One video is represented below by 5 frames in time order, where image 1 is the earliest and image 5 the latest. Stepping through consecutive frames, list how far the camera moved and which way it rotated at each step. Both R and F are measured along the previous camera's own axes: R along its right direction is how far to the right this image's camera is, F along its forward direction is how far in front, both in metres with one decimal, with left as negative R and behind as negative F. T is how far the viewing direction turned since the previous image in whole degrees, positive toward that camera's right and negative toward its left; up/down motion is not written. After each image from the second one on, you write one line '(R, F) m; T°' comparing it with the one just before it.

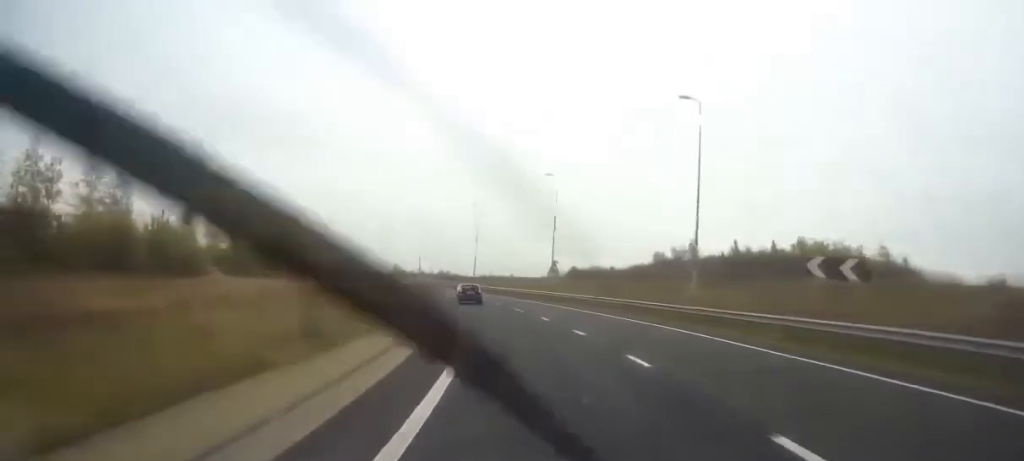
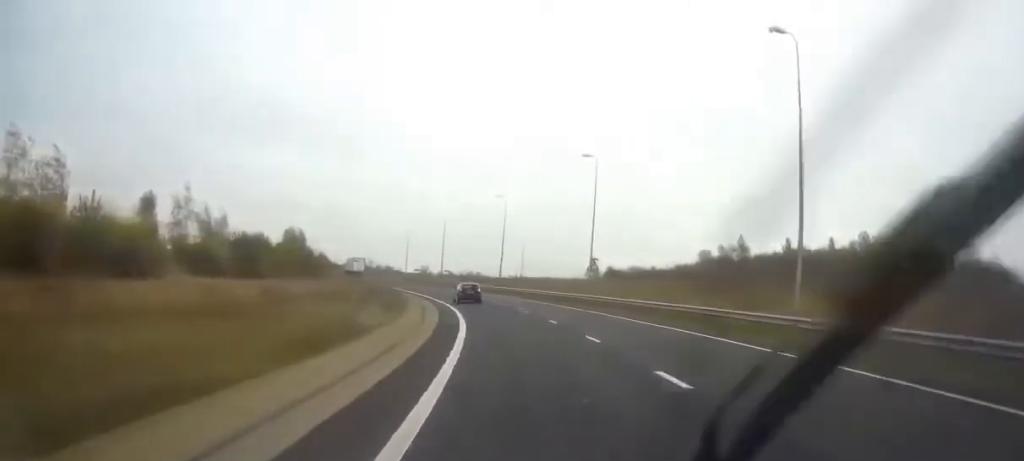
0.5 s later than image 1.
(-0.3, +11.6) m; -3°
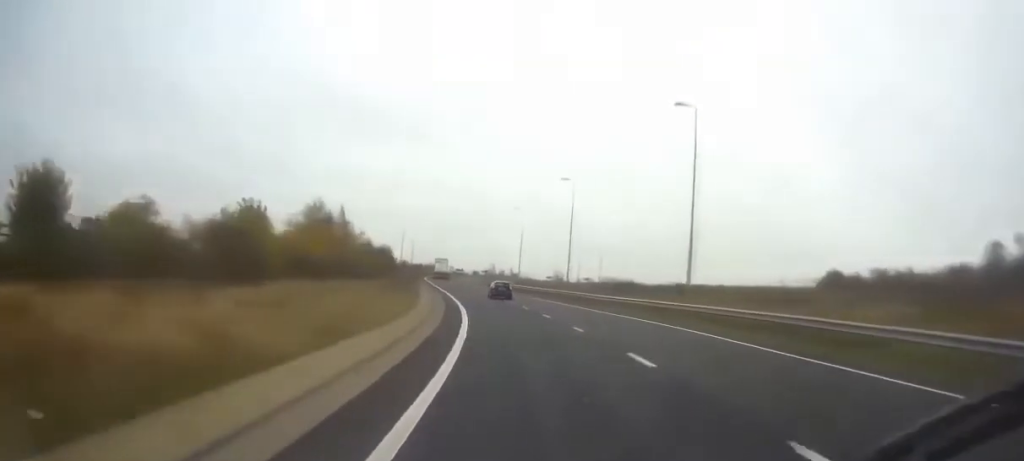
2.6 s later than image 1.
(-4.8, +49.5) m; -11°
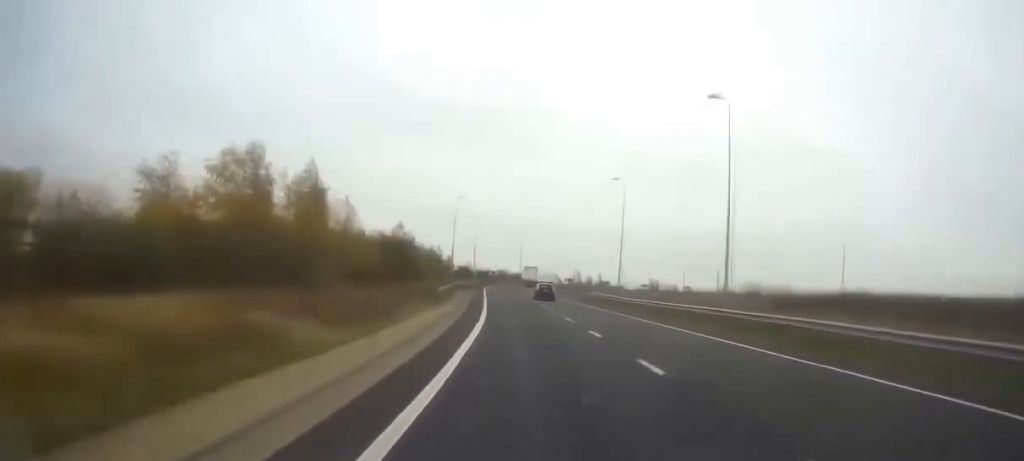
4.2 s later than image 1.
(-1.8, +35.8) m; -5°
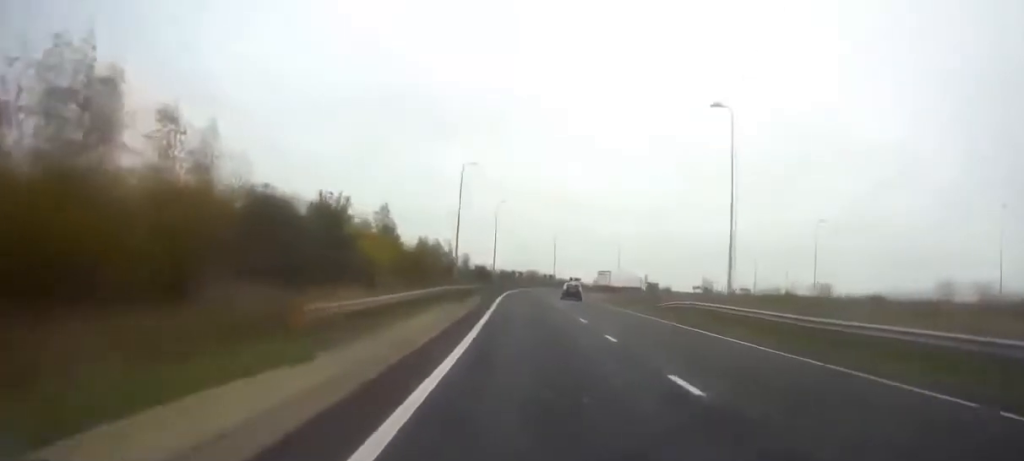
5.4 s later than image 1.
(-0.7, +29.4) m; -2°
